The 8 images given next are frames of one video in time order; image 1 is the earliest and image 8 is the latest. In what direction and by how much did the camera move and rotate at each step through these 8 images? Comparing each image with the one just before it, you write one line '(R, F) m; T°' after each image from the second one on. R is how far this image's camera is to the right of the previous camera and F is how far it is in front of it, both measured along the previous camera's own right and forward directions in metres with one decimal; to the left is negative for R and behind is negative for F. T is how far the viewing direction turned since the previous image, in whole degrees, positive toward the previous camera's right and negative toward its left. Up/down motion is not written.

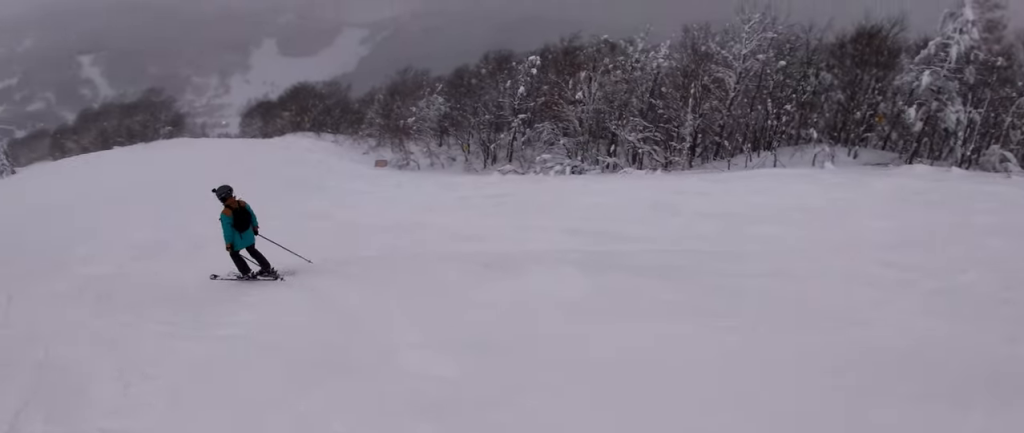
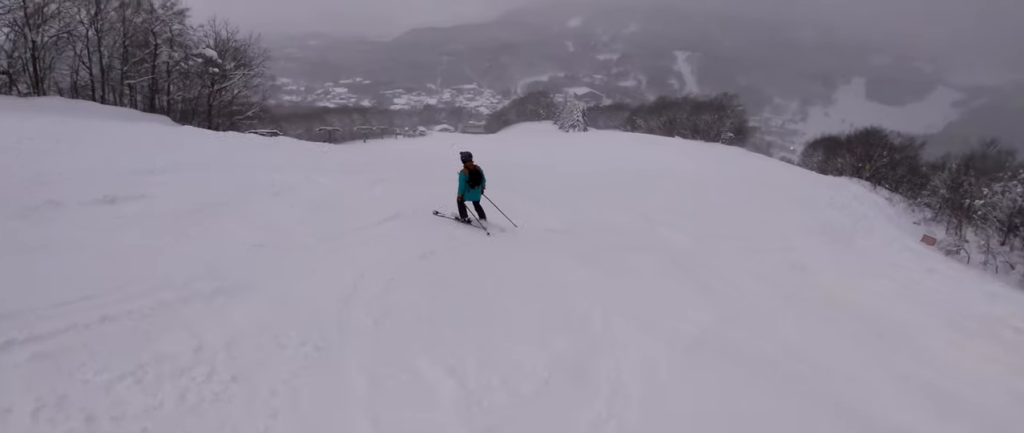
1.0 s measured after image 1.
(-1.5, +3.0) m; -46°
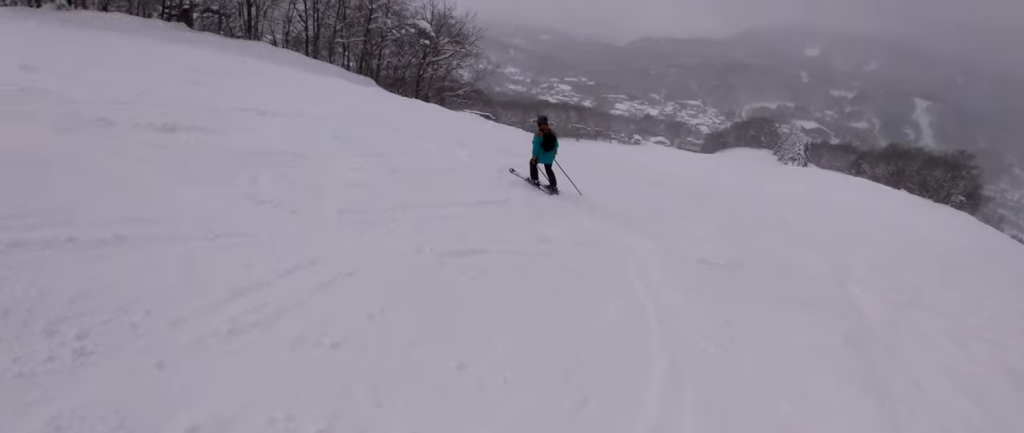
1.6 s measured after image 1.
(-0.8, +2.5) m; -22°
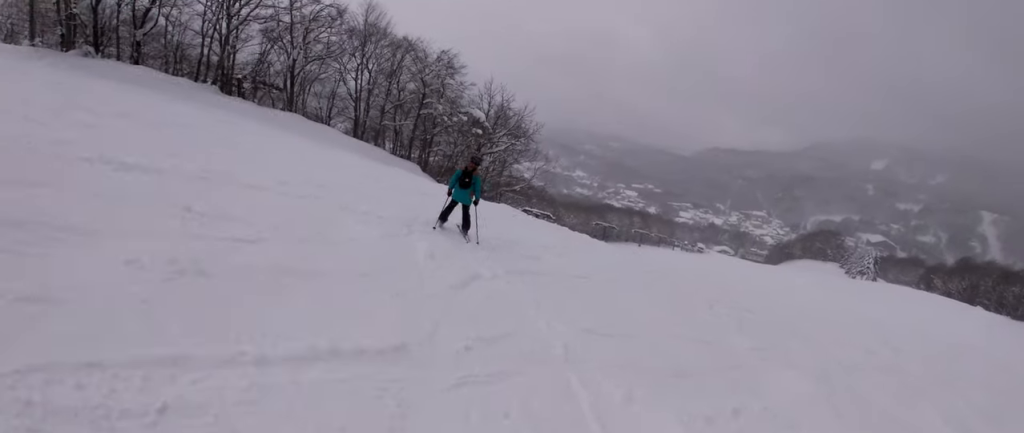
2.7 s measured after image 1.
(-0.4, +4.7) m; -14°
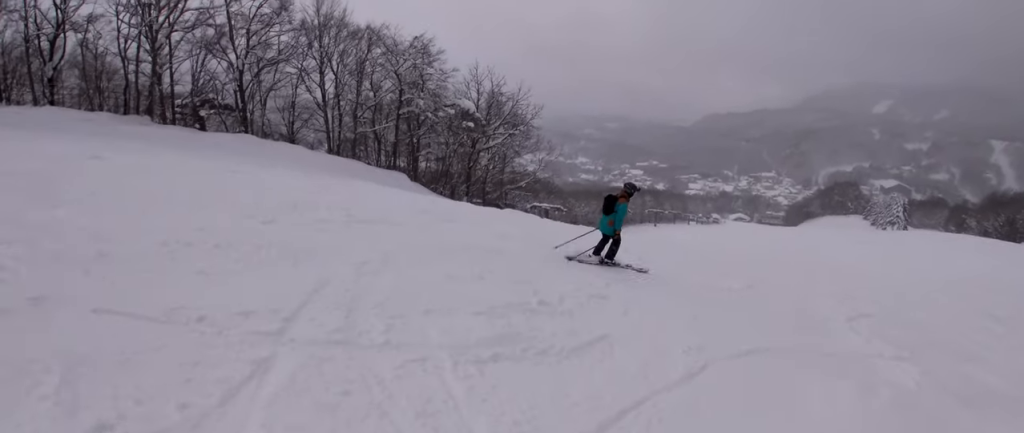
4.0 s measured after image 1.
(-0.6, +5.9) m; +4°
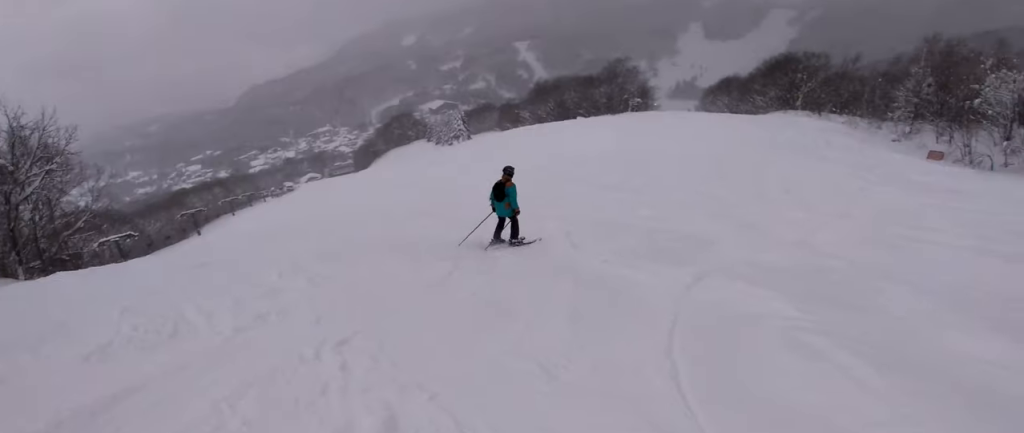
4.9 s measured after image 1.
(+0.6, +4.5) m; +19°
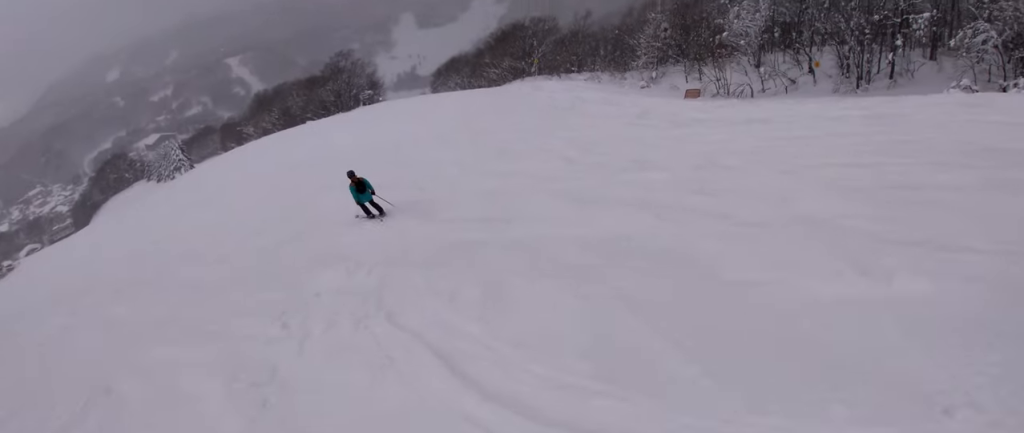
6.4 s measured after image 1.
(+2.0, +7.1) m; +24°
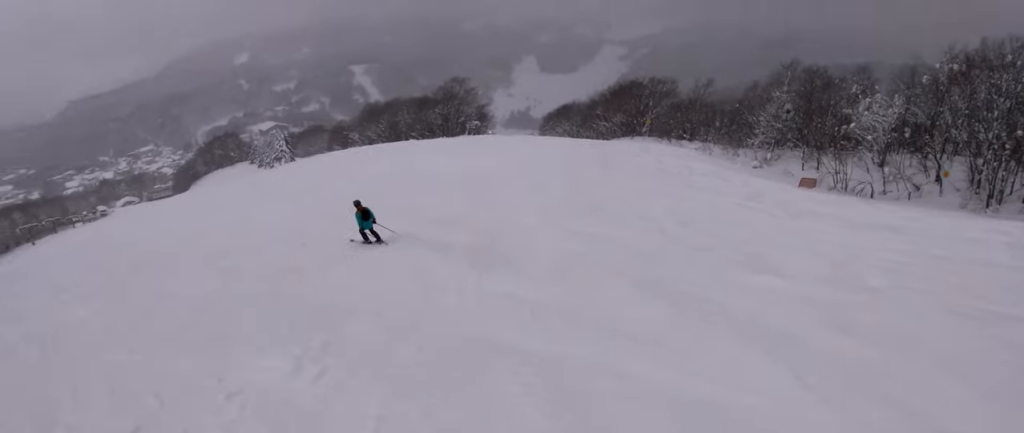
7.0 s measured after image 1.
(0.0, +3.1) m; -8°
